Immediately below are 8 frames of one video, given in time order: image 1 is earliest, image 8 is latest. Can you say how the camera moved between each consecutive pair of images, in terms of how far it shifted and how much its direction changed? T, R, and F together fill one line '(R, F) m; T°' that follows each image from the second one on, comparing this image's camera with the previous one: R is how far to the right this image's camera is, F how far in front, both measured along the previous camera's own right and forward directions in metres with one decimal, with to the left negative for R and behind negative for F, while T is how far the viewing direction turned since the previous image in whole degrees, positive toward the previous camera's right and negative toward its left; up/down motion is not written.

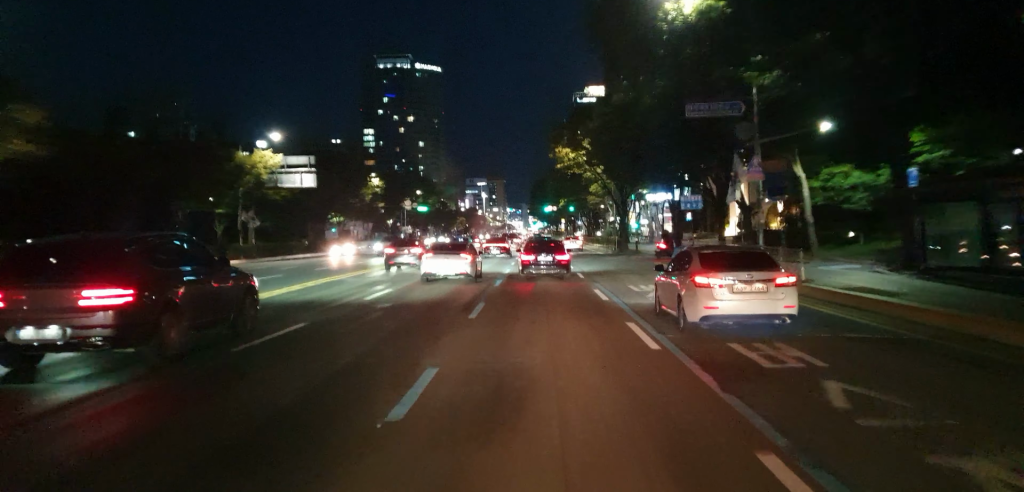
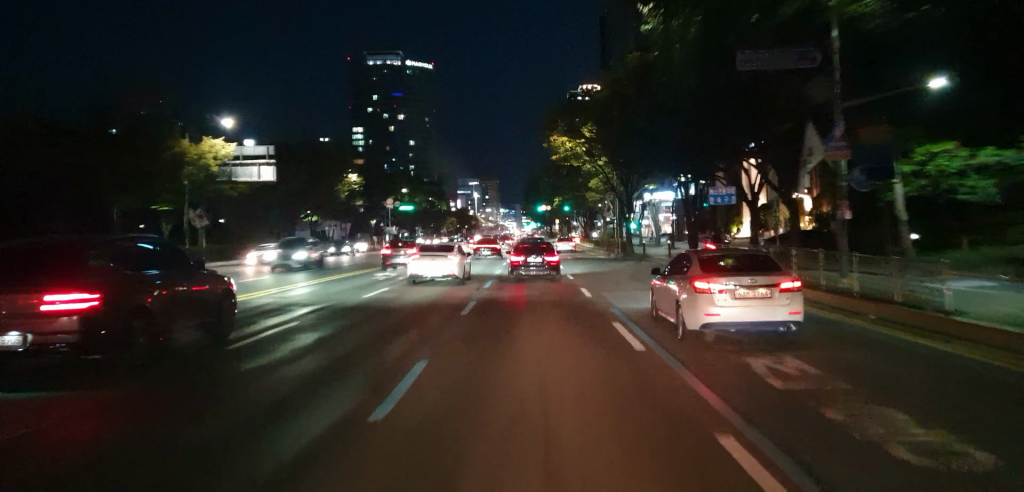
(0.0, +8.4) m; 0°
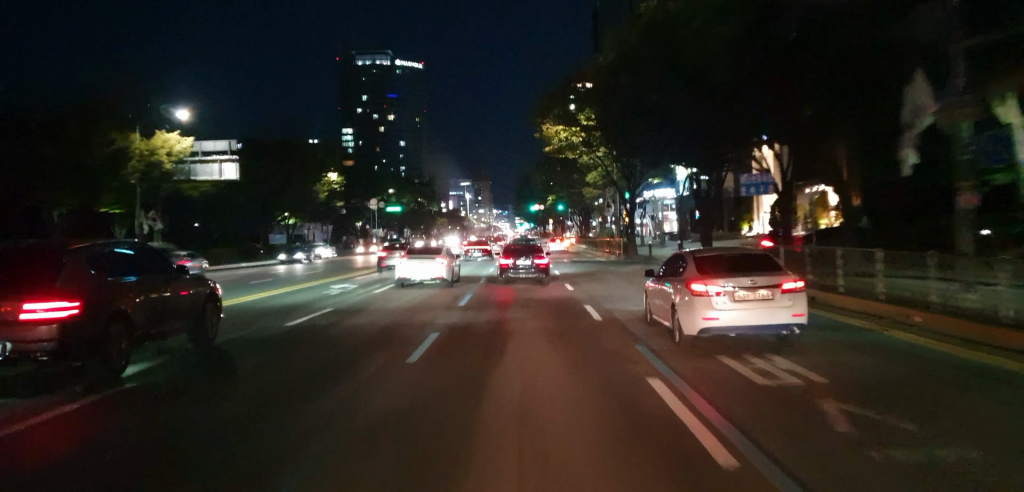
(0.0, +6.0) m; 0°
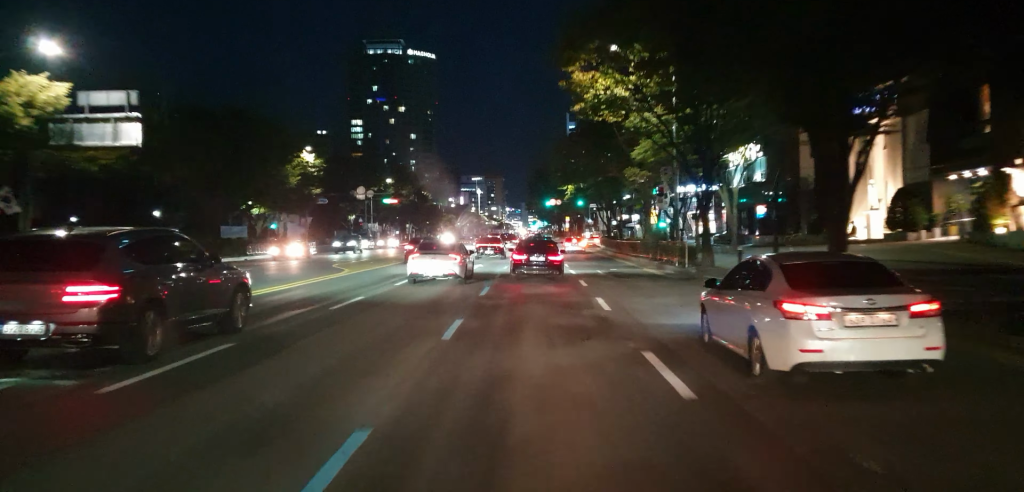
(0.0, +16.9) m; 0°
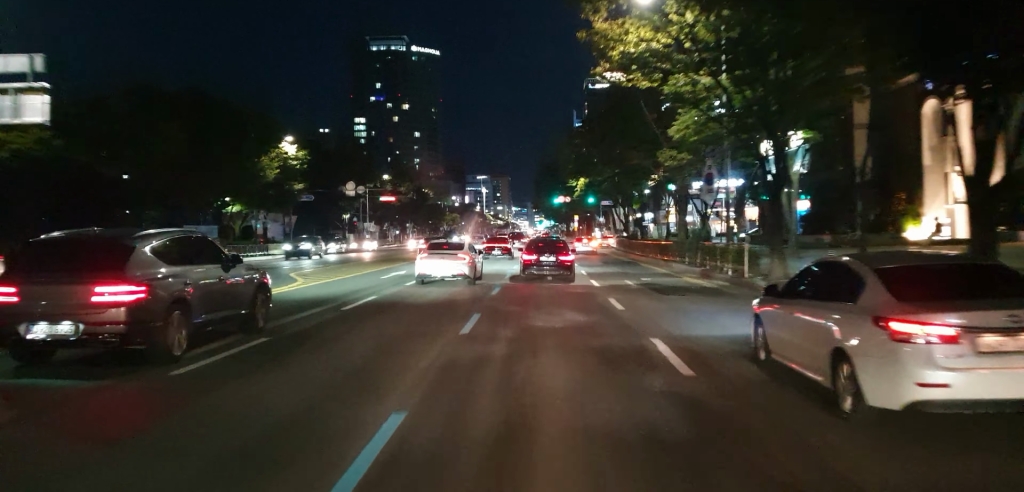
(0.0, +8.1) m; 0°
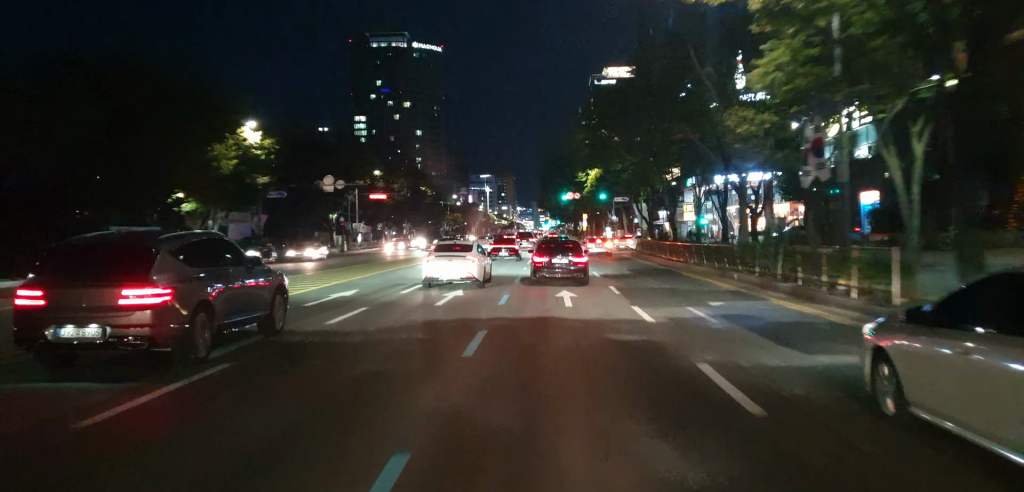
(0.0, +10.0) m; 0°
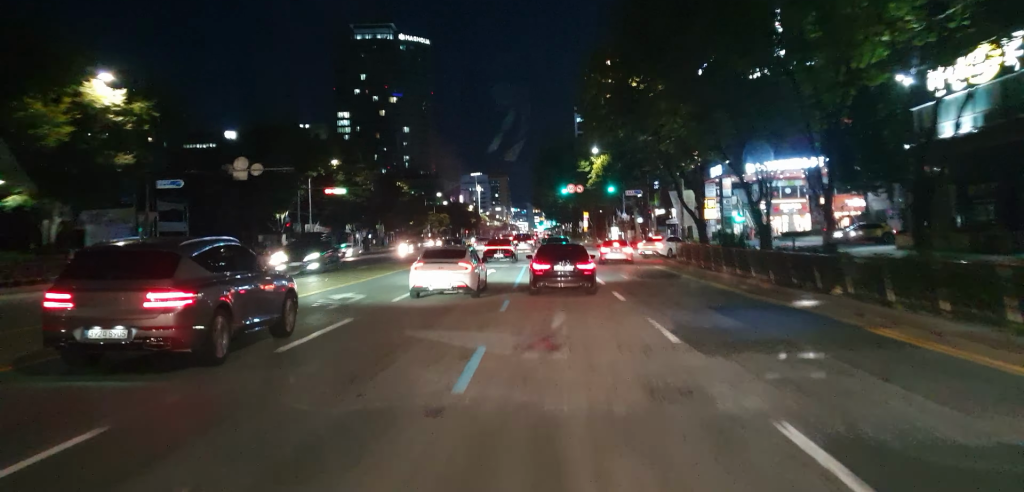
(0.0, +17.9) m; 0°
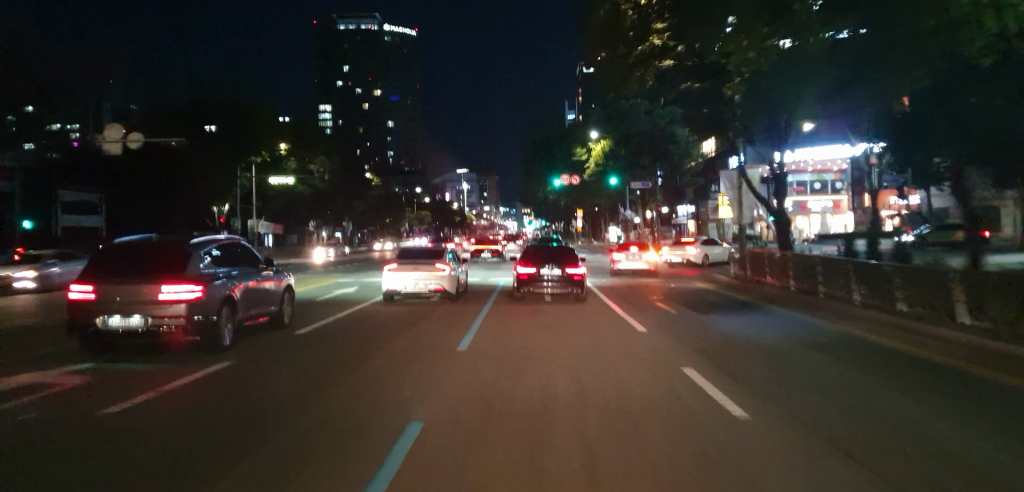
(0.0, +13.2) m; 0°
